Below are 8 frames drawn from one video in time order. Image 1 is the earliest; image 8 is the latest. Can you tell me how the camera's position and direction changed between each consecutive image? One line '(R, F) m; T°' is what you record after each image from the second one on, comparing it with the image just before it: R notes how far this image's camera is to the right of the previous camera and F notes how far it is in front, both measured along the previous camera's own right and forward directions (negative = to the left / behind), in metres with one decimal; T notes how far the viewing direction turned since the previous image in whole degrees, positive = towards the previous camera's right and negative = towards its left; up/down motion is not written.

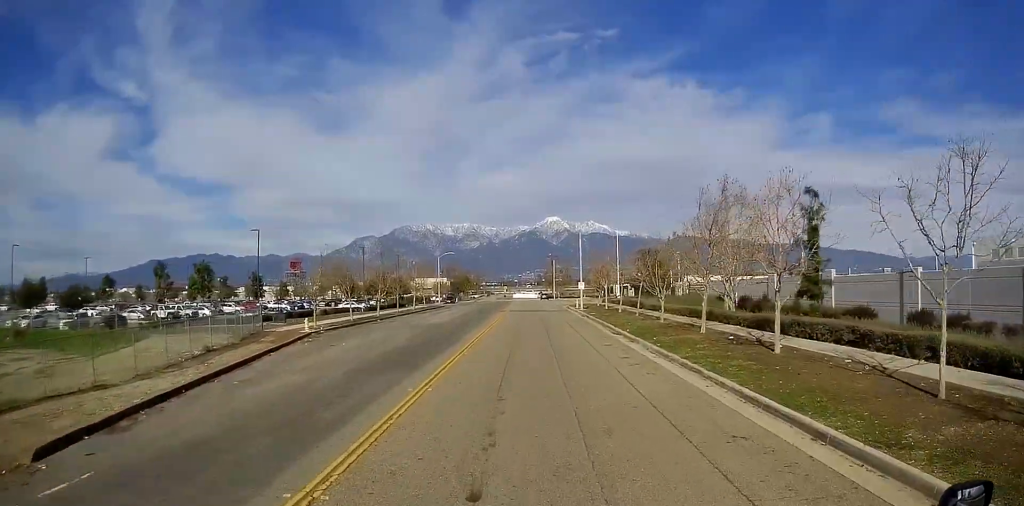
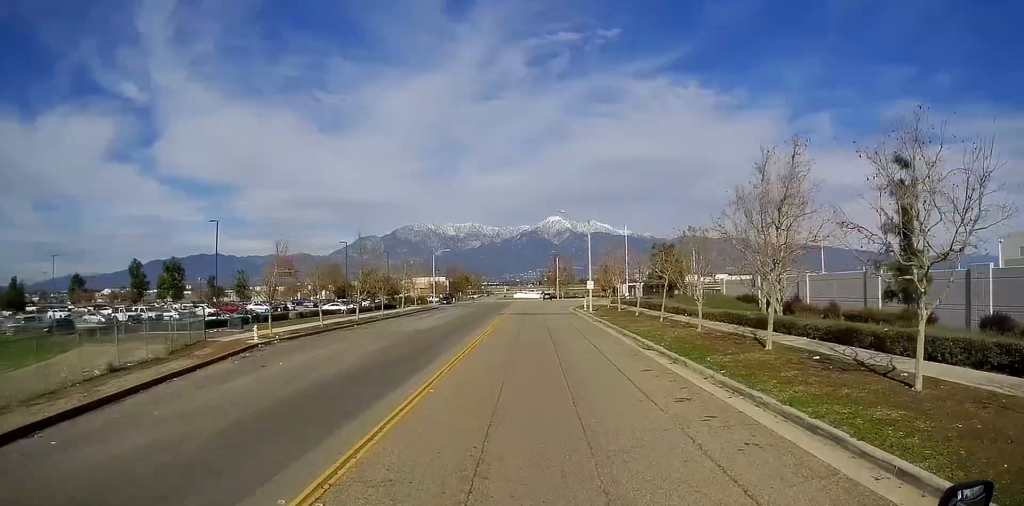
(0.0, +8.8) m; +1°
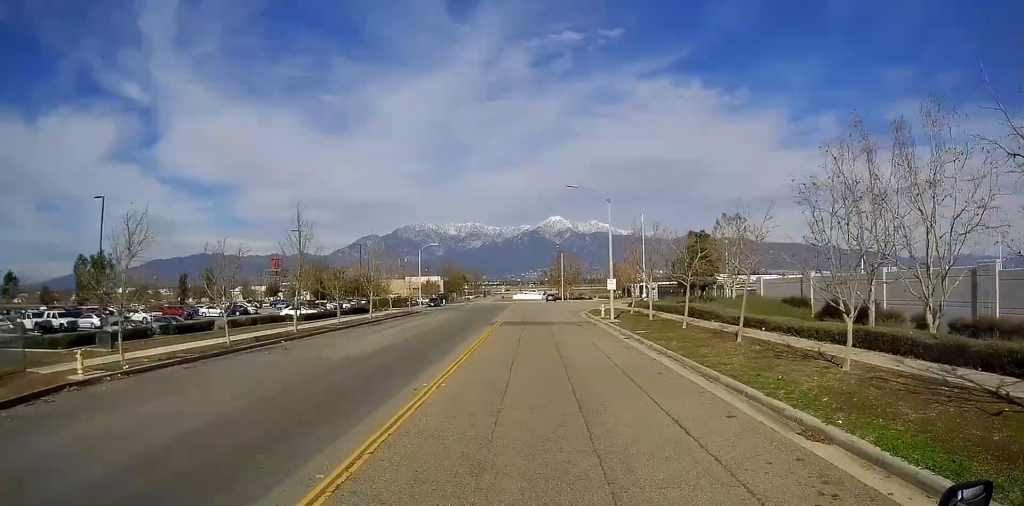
(+0.5, +16.1) m; +1°
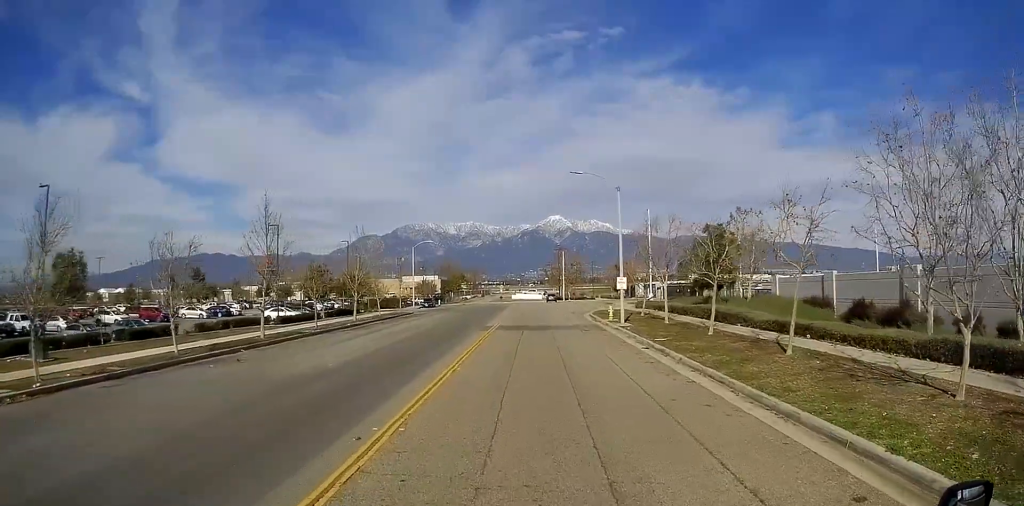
(-0.2, +5.7) m; -2°
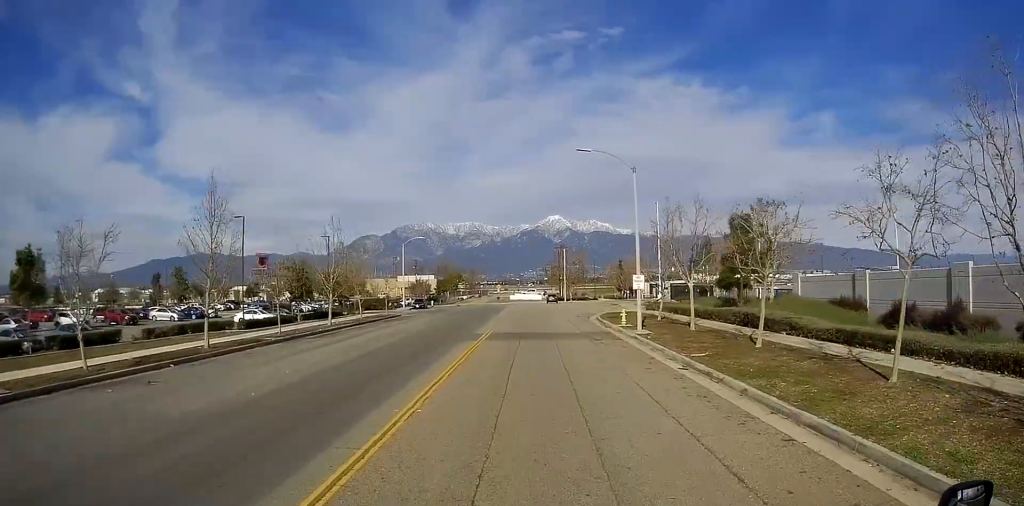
(-0.1, +7.4) m; 0°
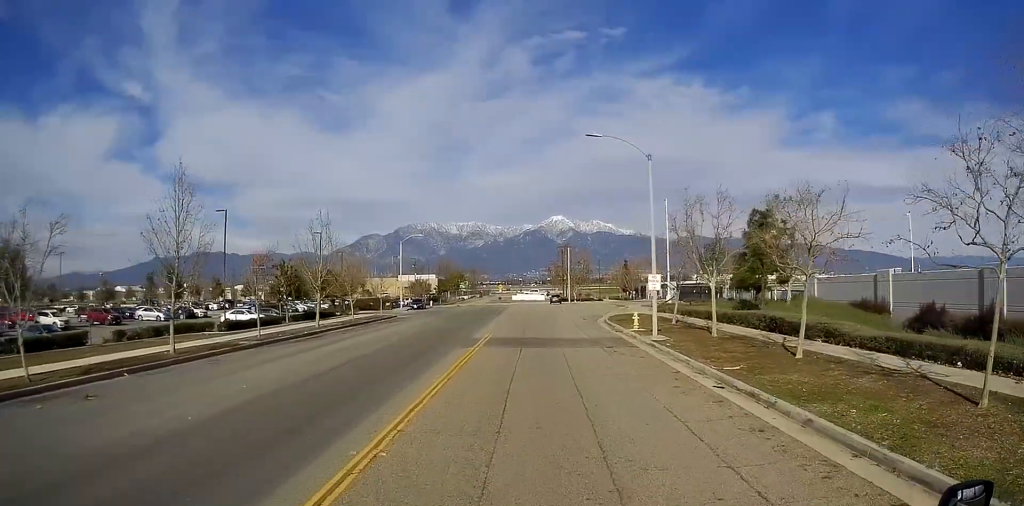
(0.0, +3.9) m; 0°
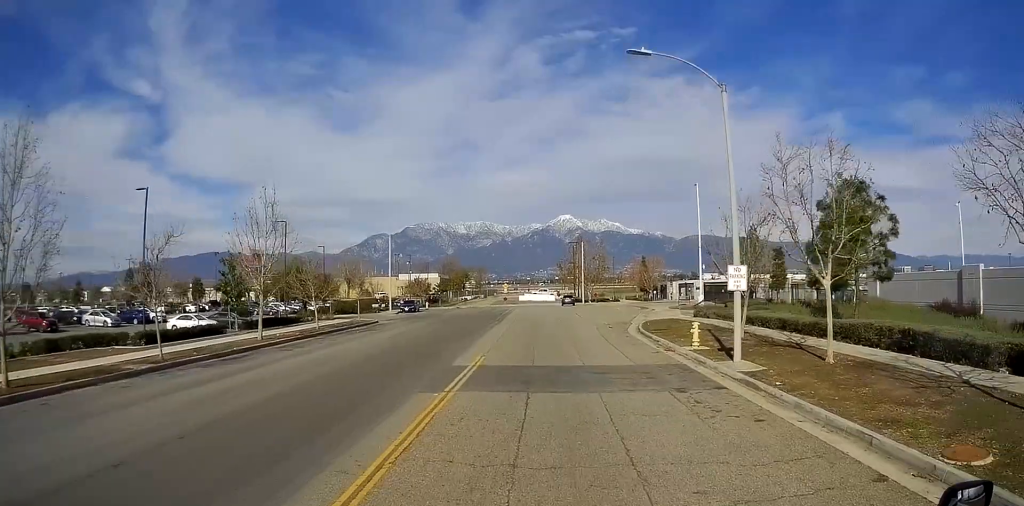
(0.0, +12.4) m; 0°
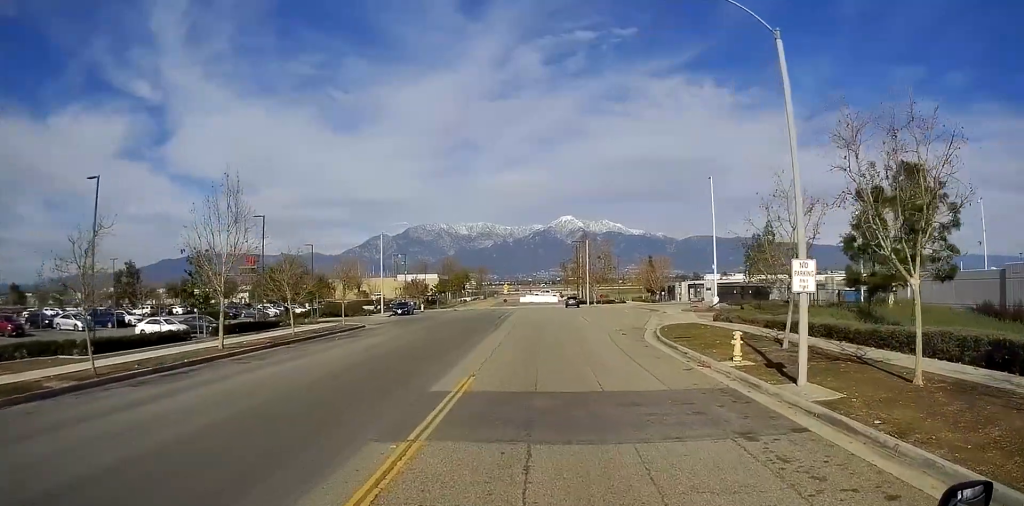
(0.0, +5.2) m; 0°
